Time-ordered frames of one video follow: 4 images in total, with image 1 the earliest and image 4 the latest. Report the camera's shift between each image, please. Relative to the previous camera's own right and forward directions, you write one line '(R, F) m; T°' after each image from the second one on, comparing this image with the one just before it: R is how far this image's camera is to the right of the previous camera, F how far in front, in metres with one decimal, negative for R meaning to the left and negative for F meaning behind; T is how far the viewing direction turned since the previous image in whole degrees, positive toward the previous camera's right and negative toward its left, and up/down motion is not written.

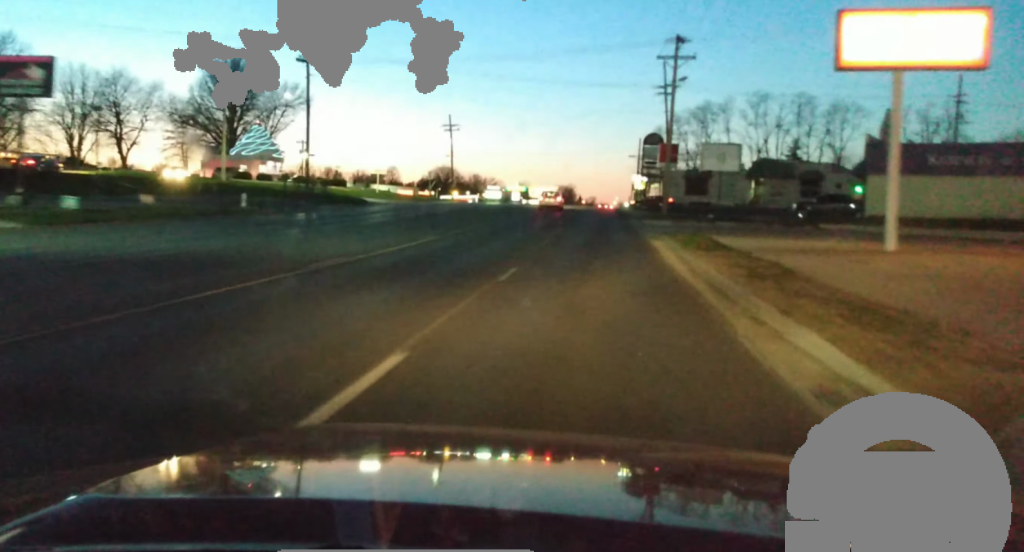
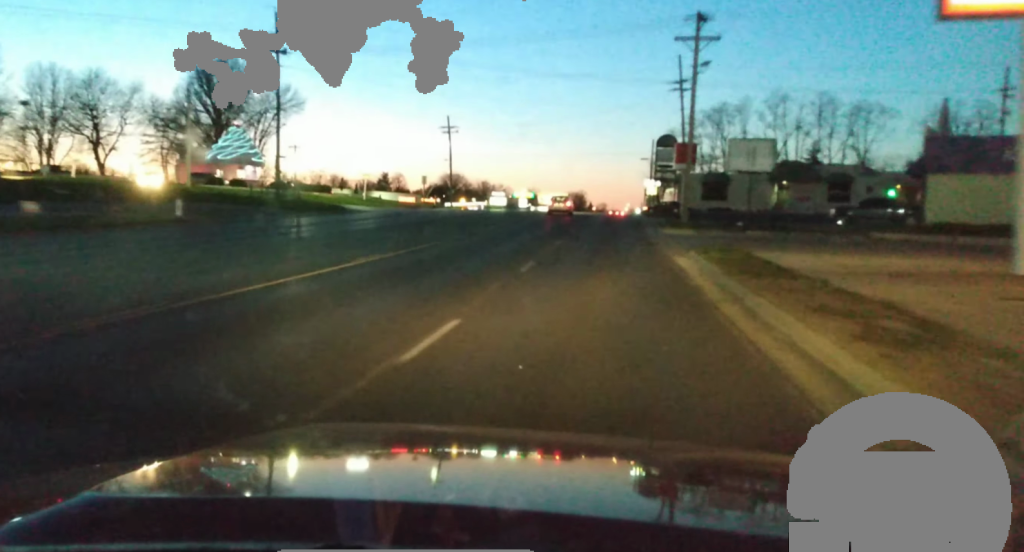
(+0.3, +9.3) m; -1°
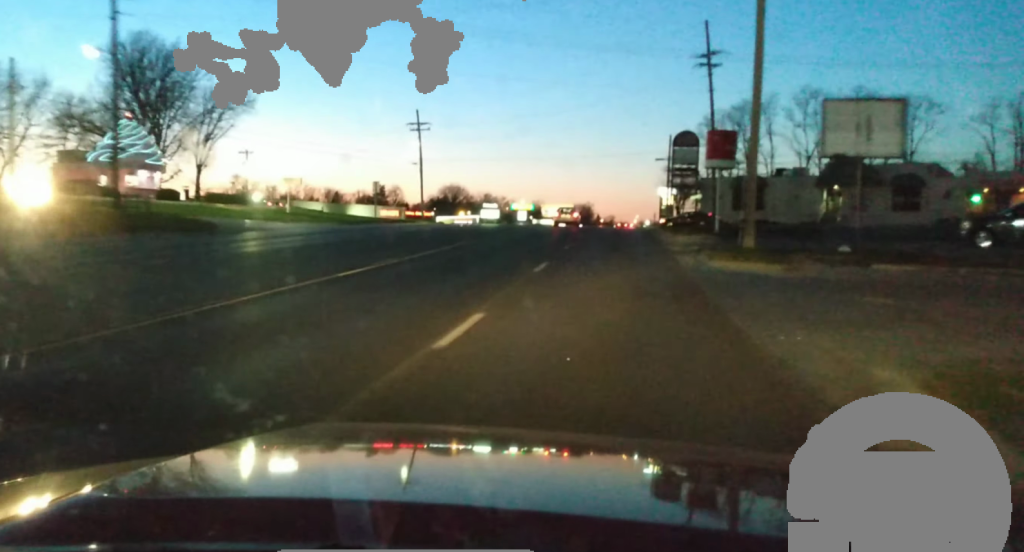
(-1.2, +23.4) m; -3°
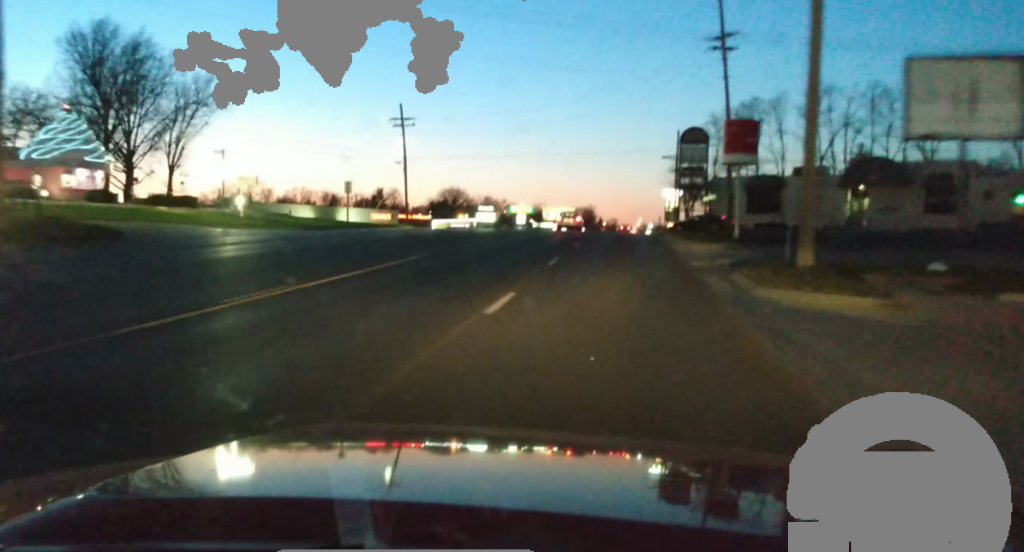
(0.0, +8.8) m; 0°
